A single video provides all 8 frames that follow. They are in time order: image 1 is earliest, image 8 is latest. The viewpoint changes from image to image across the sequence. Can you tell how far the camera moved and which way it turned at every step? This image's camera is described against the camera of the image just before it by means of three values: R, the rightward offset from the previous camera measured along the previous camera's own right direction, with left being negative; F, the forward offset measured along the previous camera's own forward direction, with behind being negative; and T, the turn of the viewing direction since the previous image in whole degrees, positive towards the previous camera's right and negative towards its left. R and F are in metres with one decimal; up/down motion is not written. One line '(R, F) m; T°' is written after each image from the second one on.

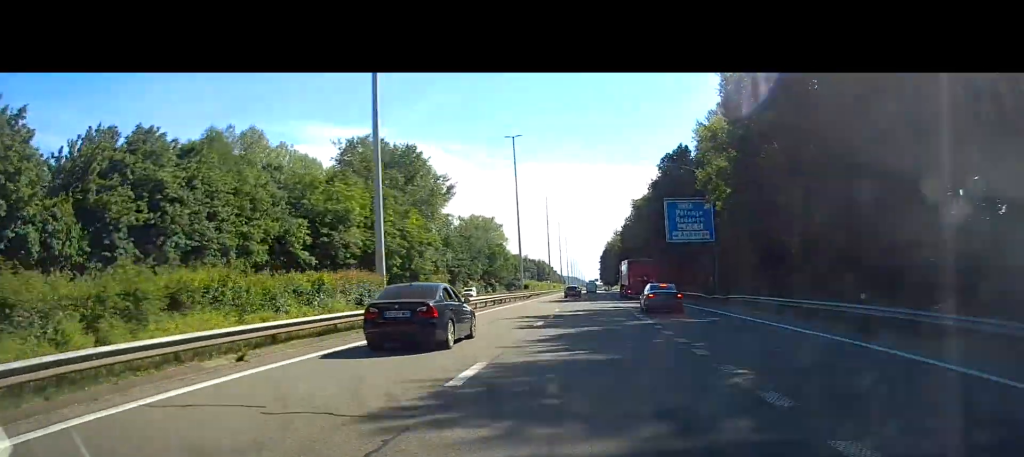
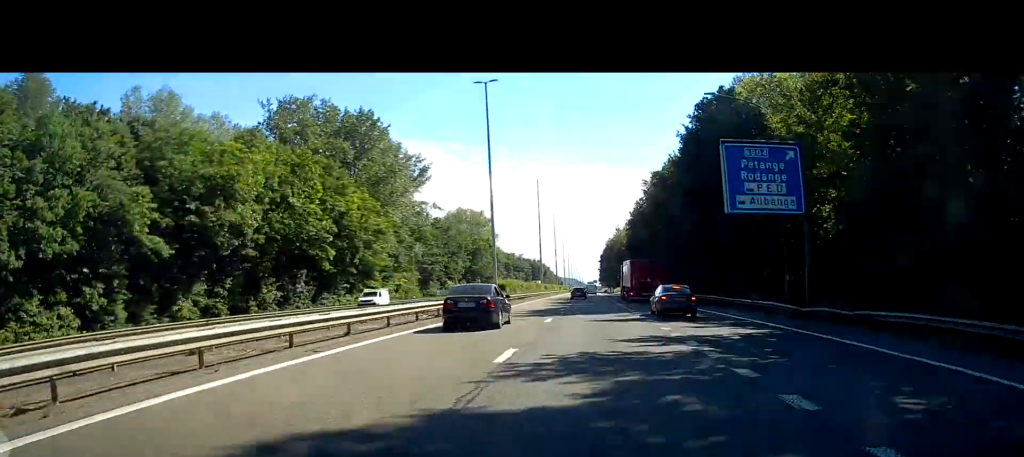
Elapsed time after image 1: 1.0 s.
(+0.2, +23.1) m; 0°
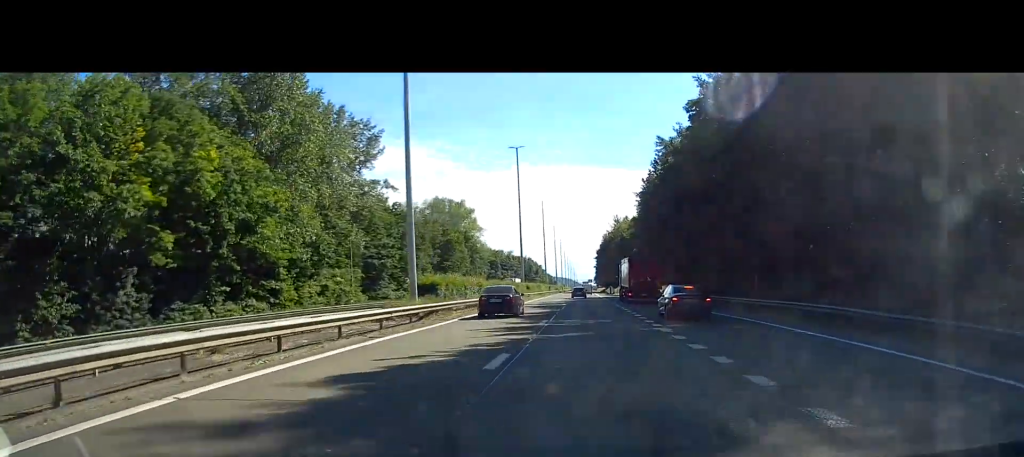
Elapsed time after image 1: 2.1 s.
(0.0, +26.5) m; 0°
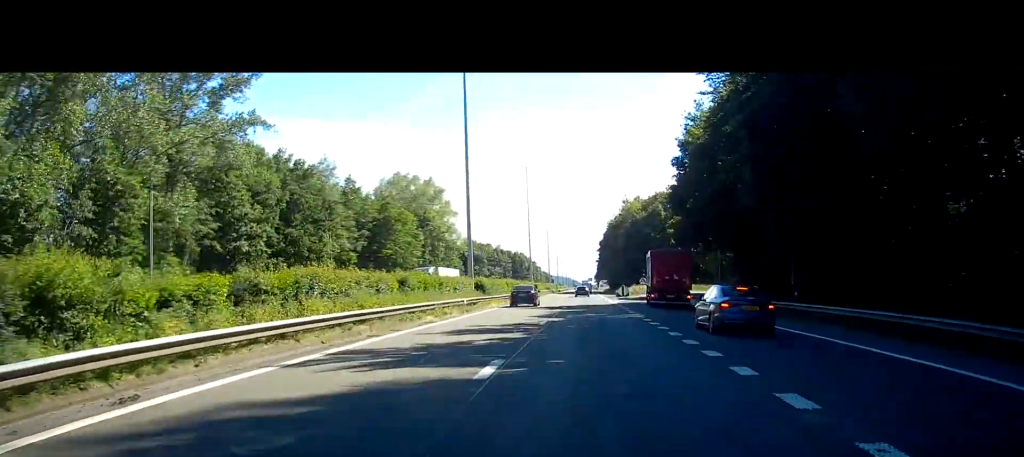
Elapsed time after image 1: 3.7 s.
(0.0, +39.7) m; 0°
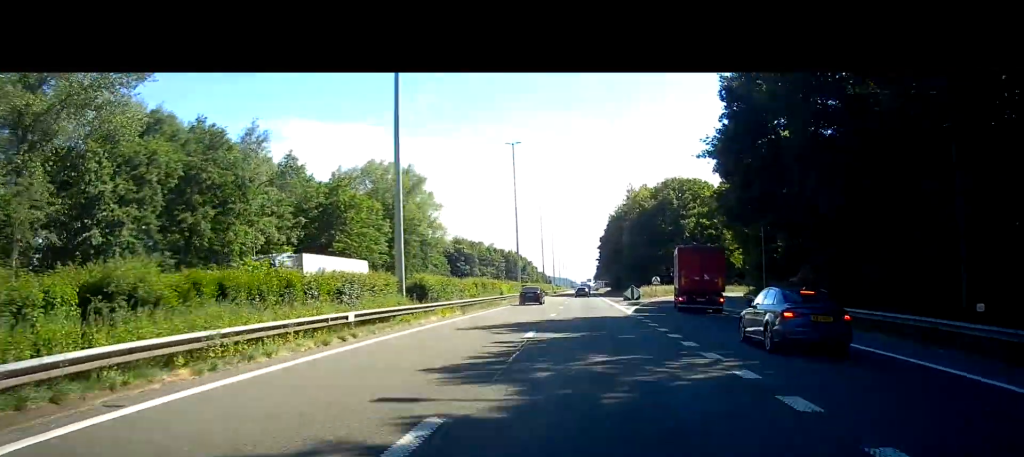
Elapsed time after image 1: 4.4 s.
(0.0, +17.9) m; 0°
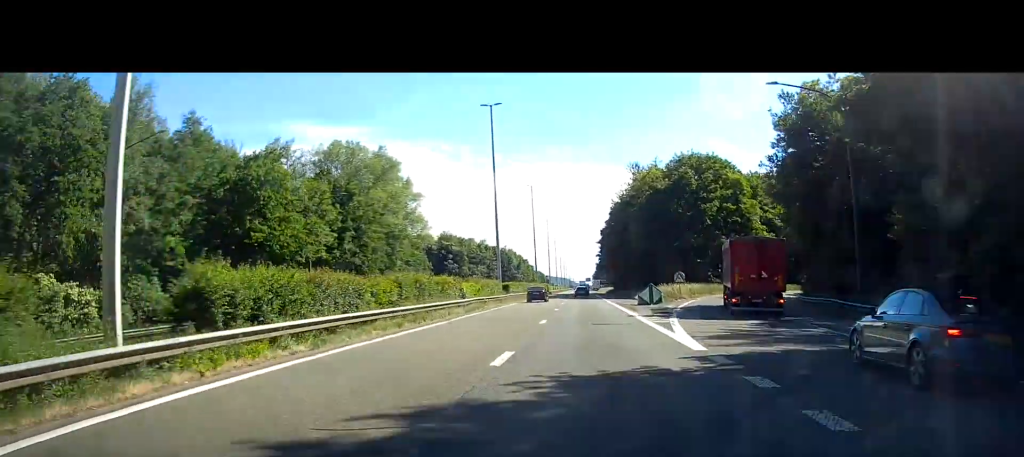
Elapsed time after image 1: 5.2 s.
(0.0, +18.8) m; 0°
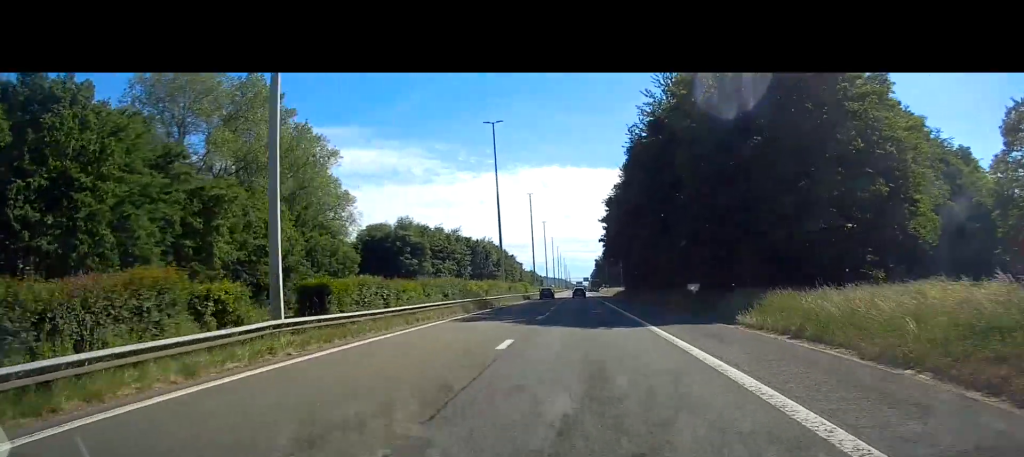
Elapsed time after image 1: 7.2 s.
(+0.3, +47.9) m; +1°
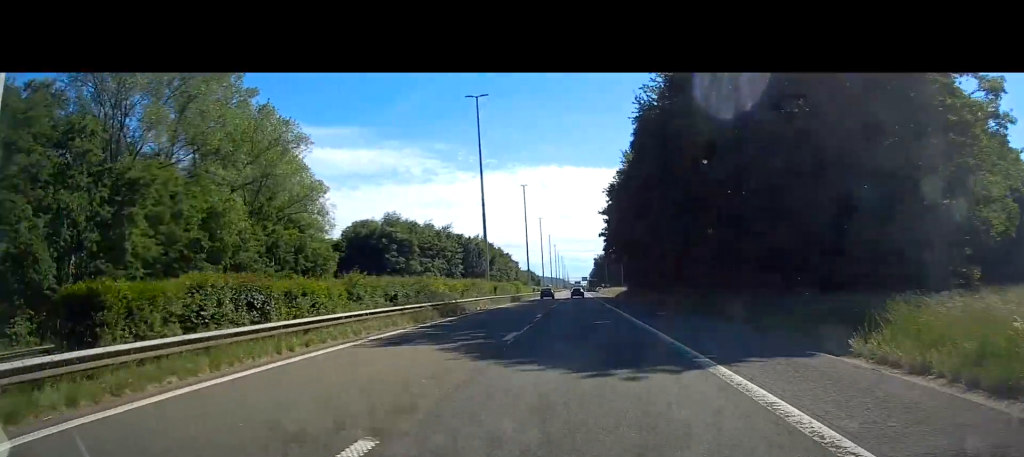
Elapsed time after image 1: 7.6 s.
(0.0, +10.4) m; 0°
